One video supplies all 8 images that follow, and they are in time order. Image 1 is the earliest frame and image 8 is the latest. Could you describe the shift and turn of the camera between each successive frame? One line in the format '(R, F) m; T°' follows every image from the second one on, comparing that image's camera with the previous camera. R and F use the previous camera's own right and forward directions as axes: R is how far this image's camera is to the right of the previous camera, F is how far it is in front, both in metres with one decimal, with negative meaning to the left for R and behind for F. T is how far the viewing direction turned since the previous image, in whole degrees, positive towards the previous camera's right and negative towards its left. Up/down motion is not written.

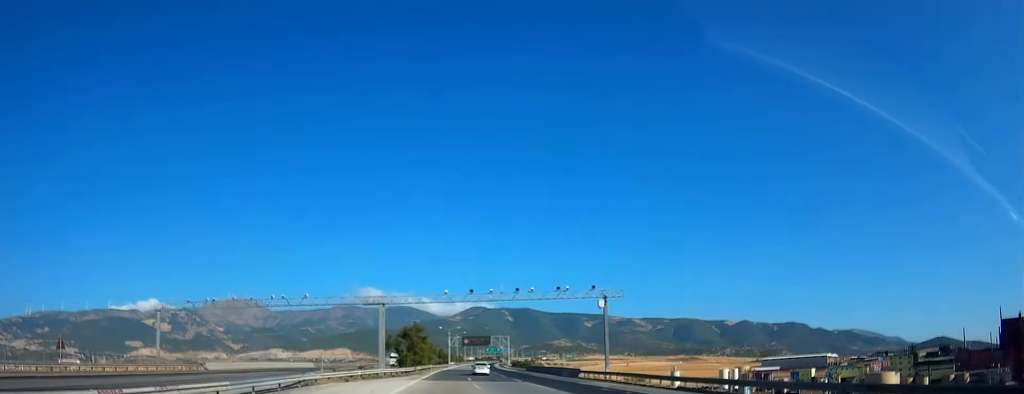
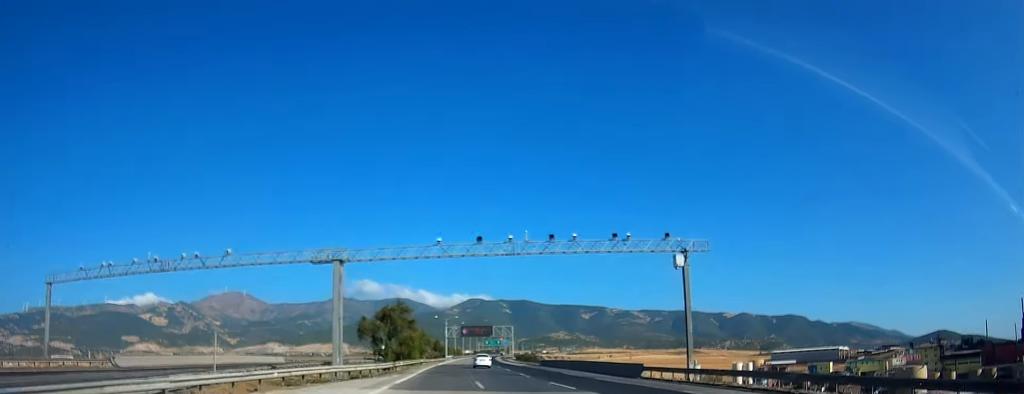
(0.0, +20.2) m; 0°
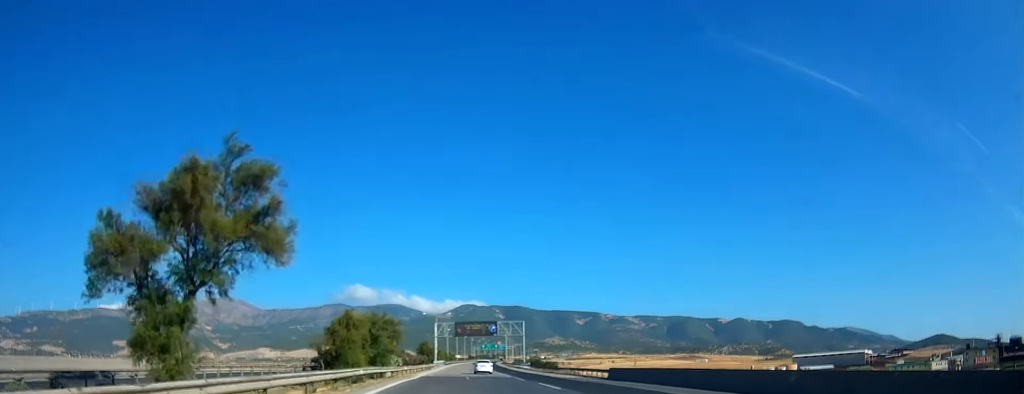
(0.0, +41.8) m; +1°
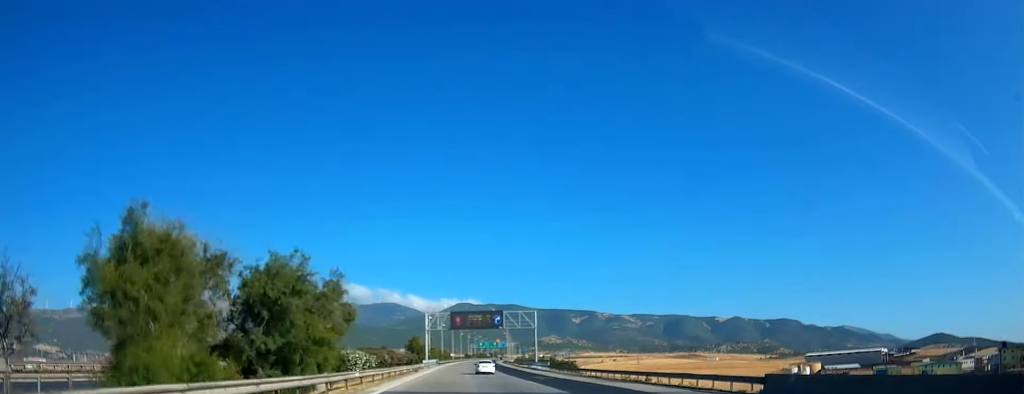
(+0.1, +24.6) m; 0°
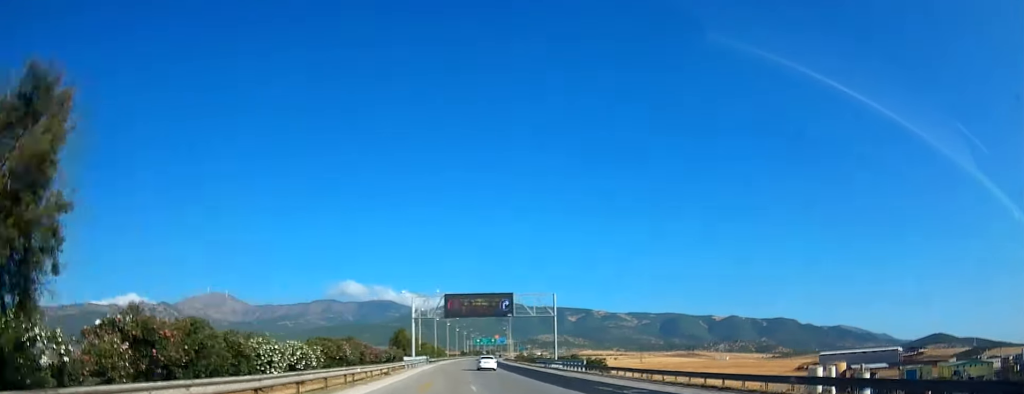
(+0.1, +23.6) m; 0°
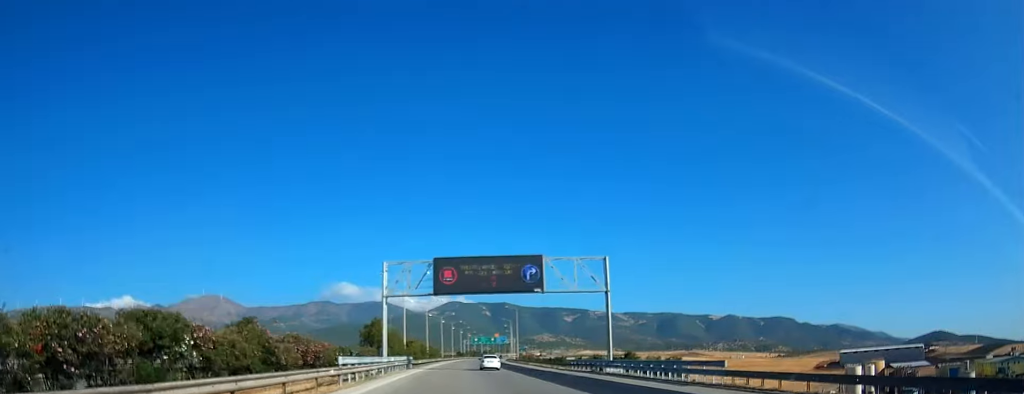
(+0.1, +29.4) m; 0°
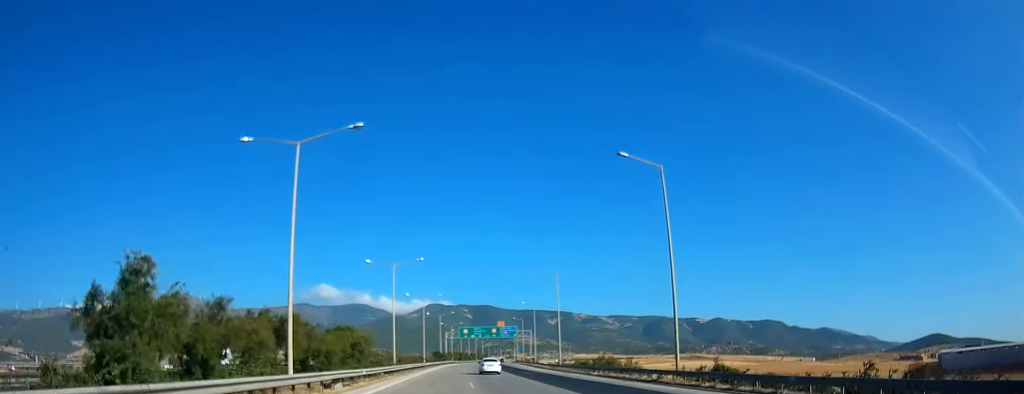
(+2.2, +112.3) m; +3°
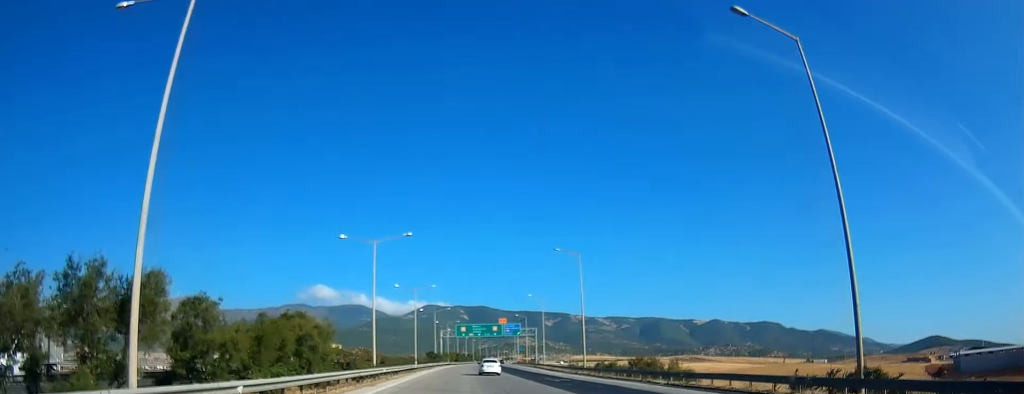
(0.0, +17.3) m; 0°
